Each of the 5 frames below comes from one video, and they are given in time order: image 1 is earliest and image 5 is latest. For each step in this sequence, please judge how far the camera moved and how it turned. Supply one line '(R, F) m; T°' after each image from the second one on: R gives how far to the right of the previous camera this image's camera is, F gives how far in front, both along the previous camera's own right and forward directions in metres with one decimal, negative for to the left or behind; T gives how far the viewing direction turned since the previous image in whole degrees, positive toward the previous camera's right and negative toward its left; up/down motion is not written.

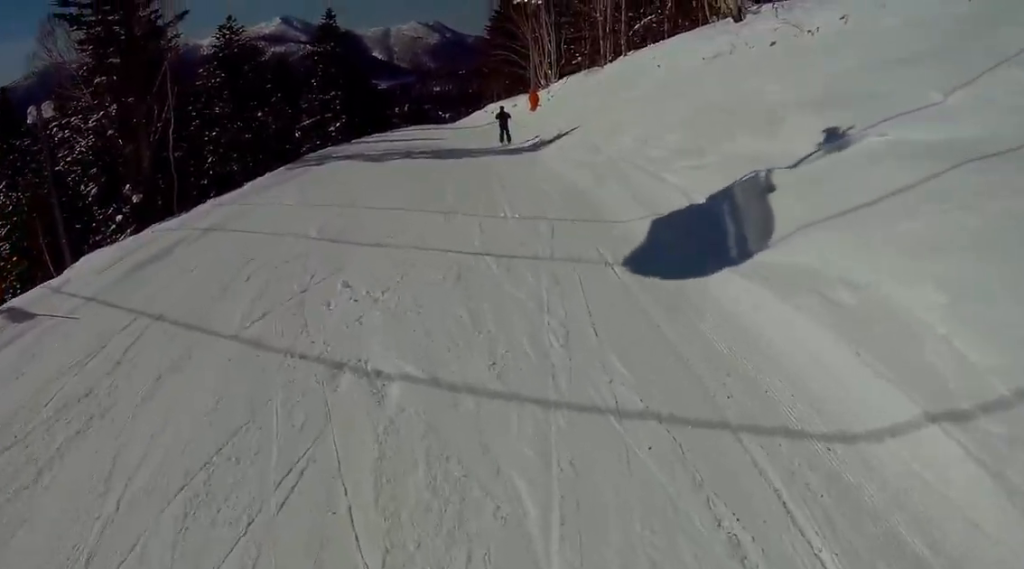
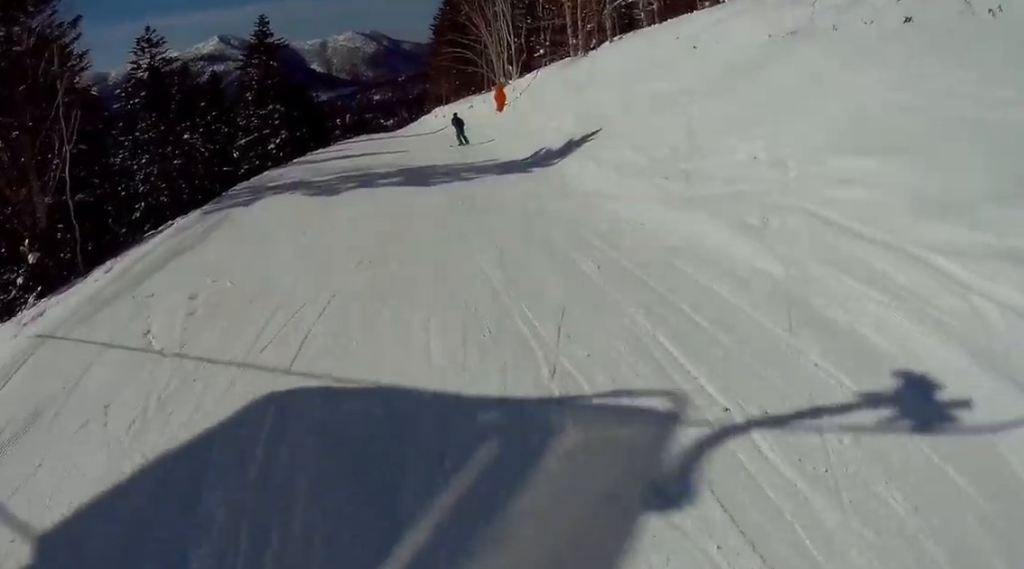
(0.0, +5.6) m; 0°
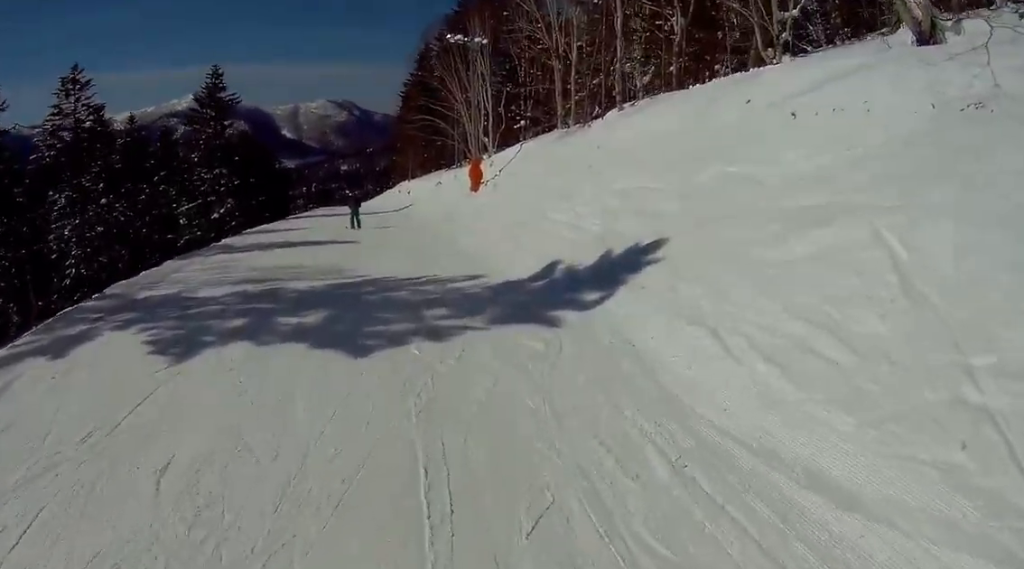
(0.0, +6.3) m; +1°
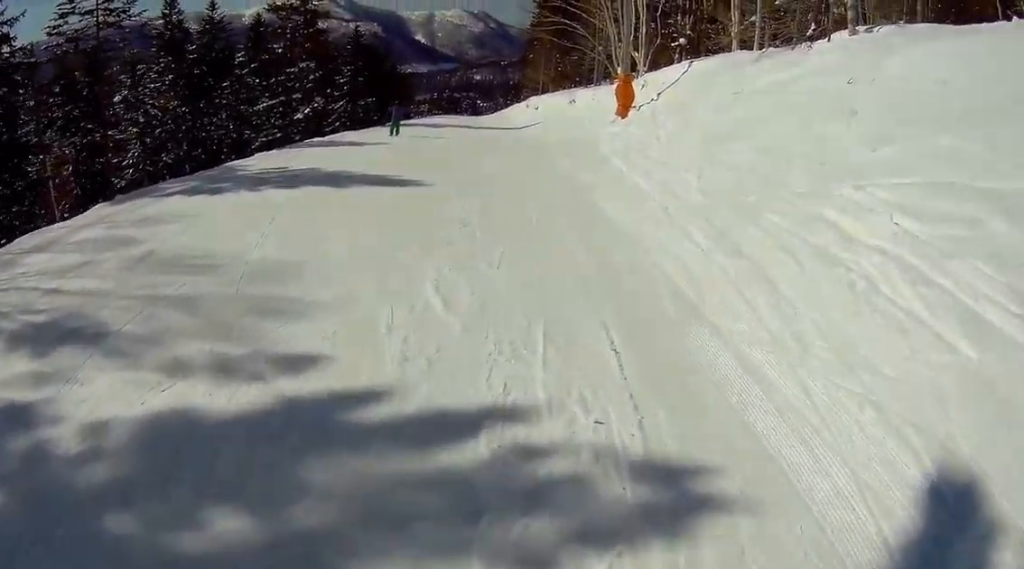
(+0.2, +8.3) m; +4°
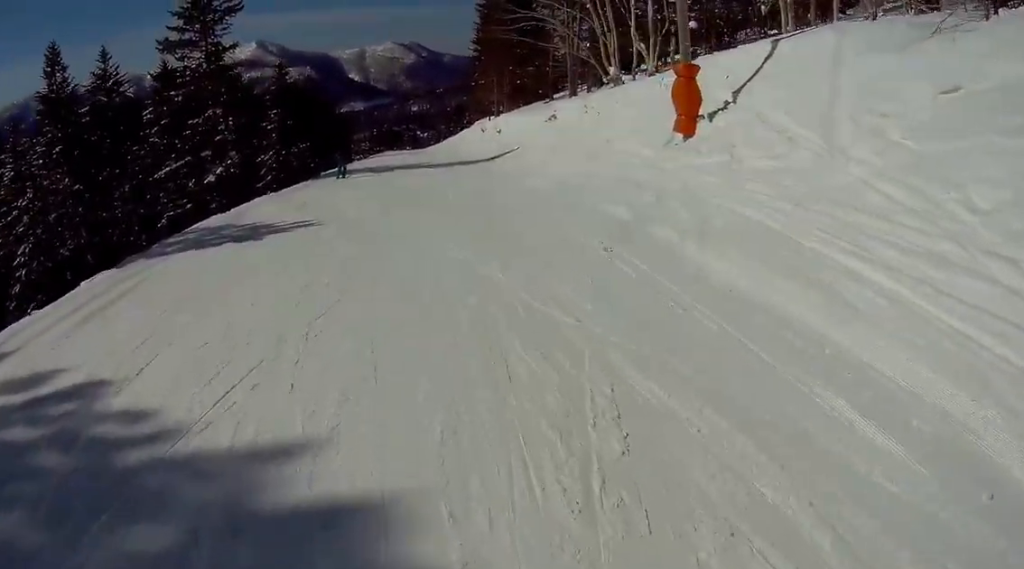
(-1.0, +9.1) m; -12°
